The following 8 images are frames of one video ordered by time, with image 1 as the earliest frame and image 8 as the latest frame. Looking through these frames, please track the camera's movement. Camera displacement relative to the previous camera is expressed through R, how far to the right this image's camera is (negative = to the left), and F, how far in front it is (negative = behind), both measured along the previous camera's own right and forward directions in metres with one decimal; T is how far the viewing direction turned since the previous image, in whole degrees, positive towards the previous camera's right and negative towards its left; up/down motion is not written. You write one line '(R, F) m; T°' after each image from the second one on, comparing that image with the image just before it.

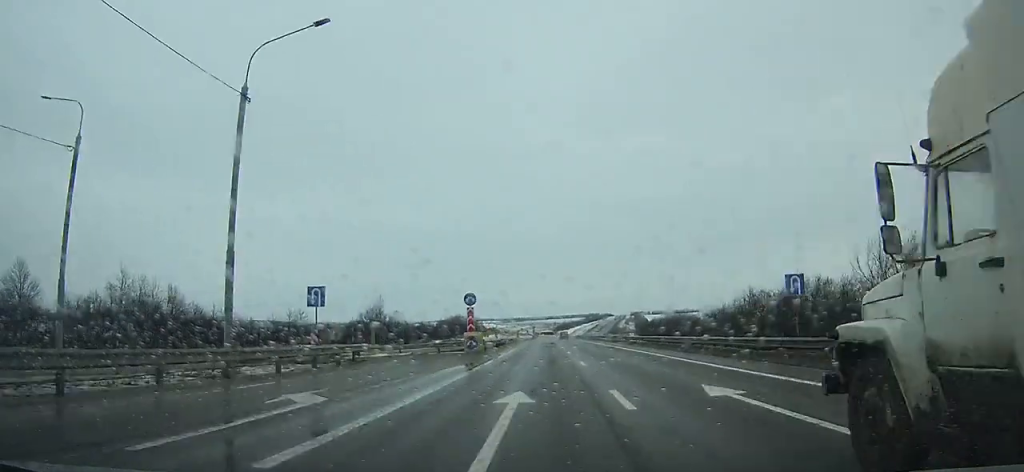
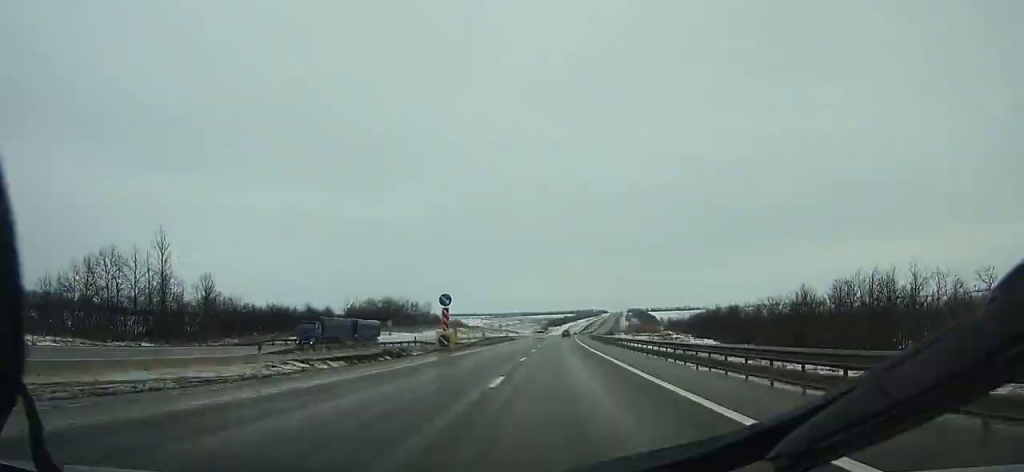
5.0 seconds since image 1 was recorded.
(+0.7, +126.9) m; +1°
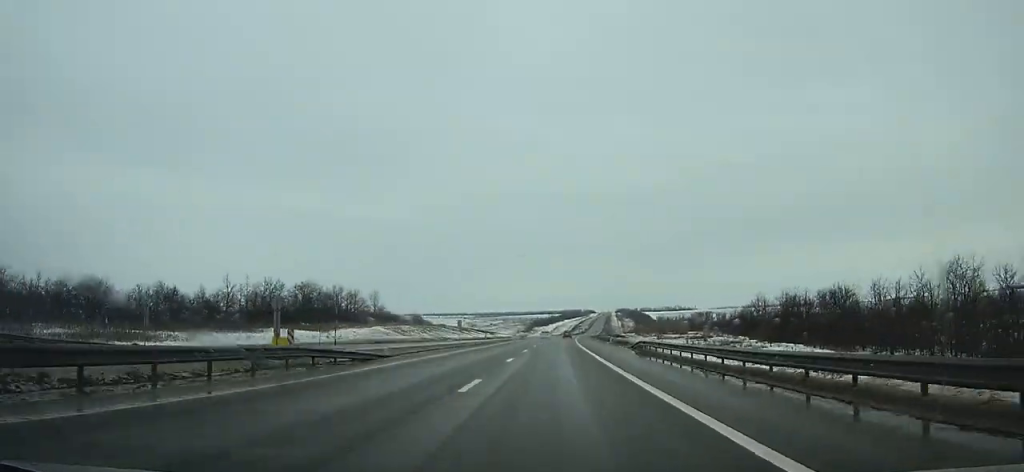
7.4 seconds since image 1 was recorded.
(+0.8, +61.3) m; +1°
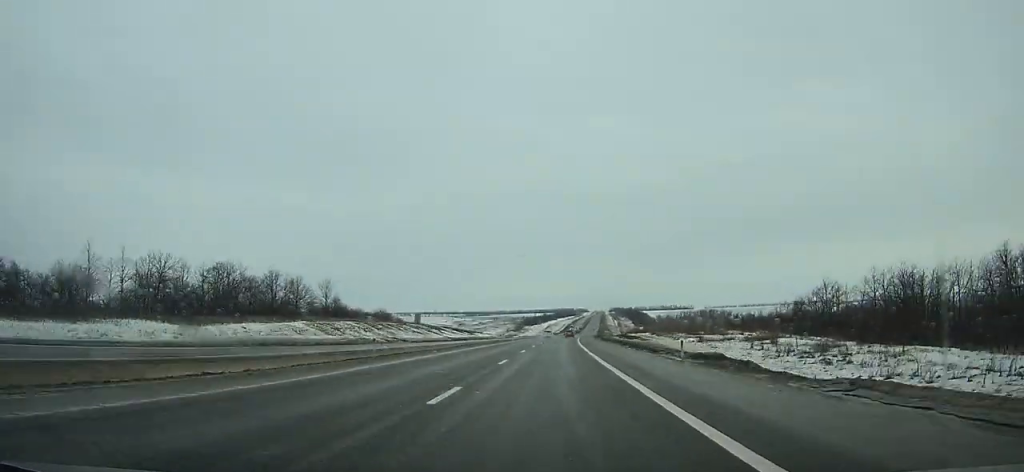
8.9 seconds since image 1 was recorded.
(+0.3, +38.1) m; +1°
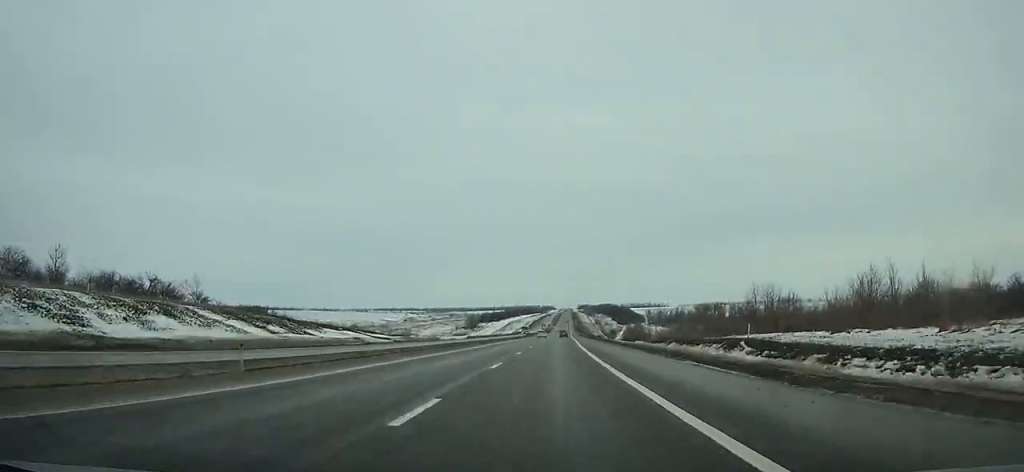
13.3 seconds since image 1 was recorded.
(+2.9, +110.8) m; +3°
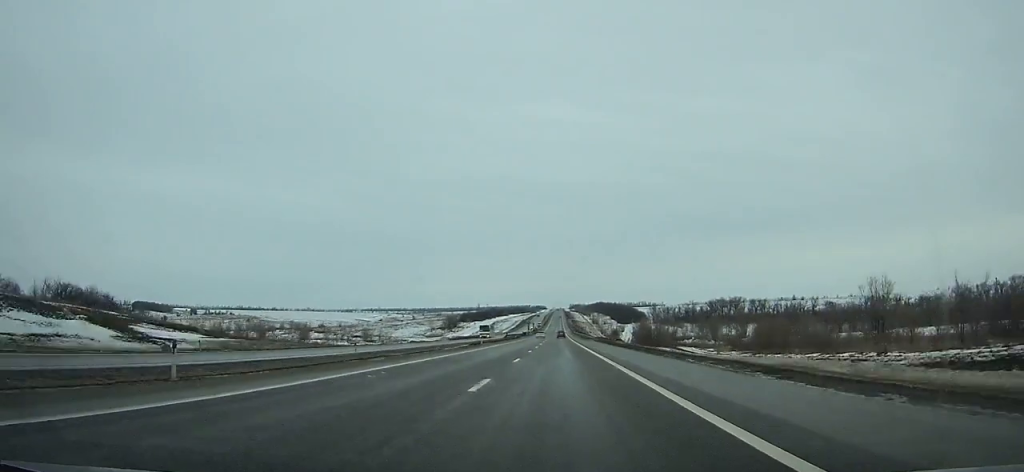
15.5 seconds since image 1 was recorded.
(+0.6, +54.5) m; +1°
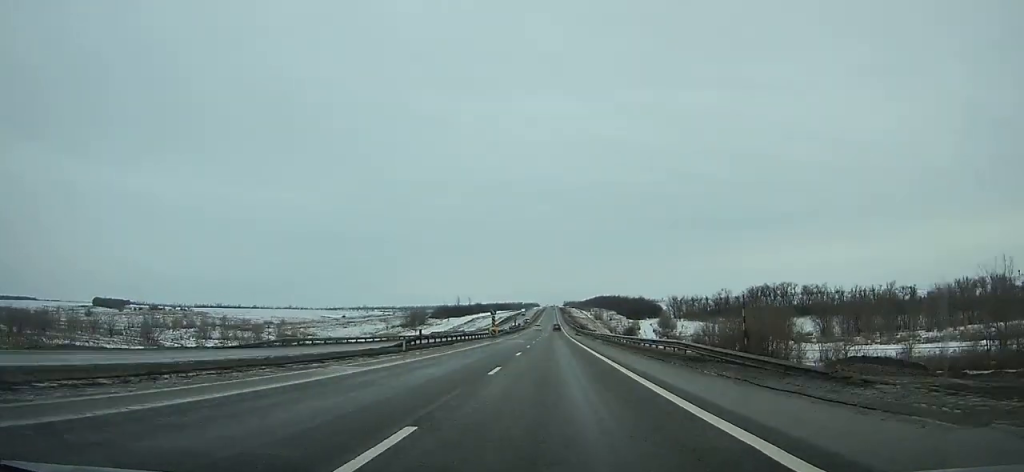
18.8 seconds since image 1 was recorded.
(+0.5, +80.7) m; +1°
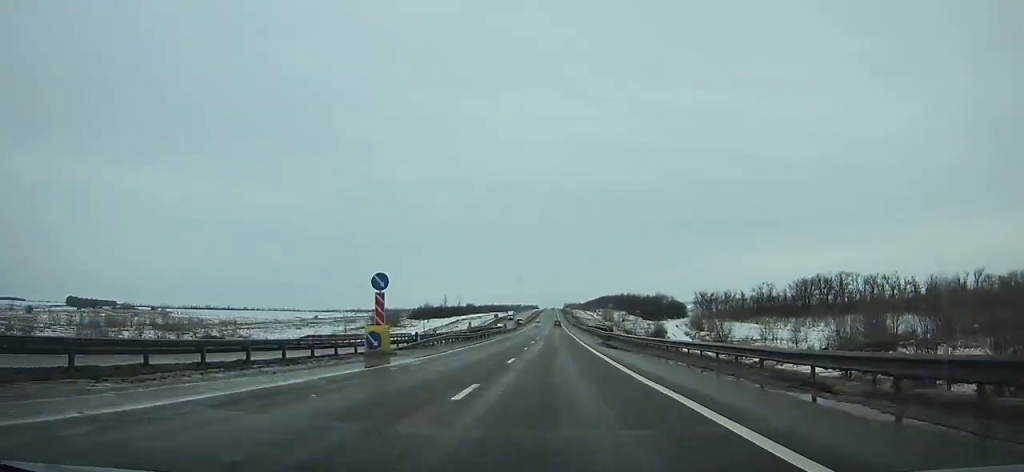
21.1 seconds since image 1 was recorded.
(+0.2, +55.7) m; 0°
